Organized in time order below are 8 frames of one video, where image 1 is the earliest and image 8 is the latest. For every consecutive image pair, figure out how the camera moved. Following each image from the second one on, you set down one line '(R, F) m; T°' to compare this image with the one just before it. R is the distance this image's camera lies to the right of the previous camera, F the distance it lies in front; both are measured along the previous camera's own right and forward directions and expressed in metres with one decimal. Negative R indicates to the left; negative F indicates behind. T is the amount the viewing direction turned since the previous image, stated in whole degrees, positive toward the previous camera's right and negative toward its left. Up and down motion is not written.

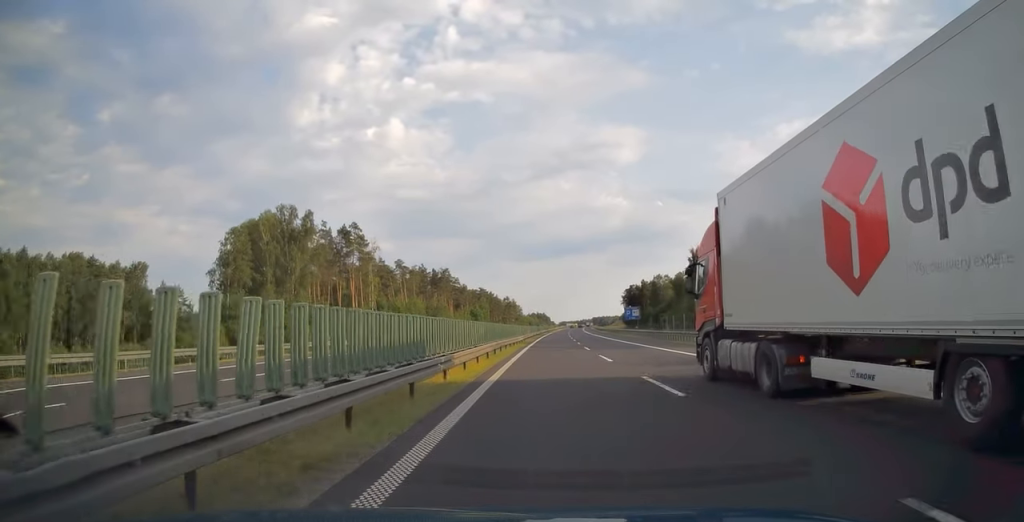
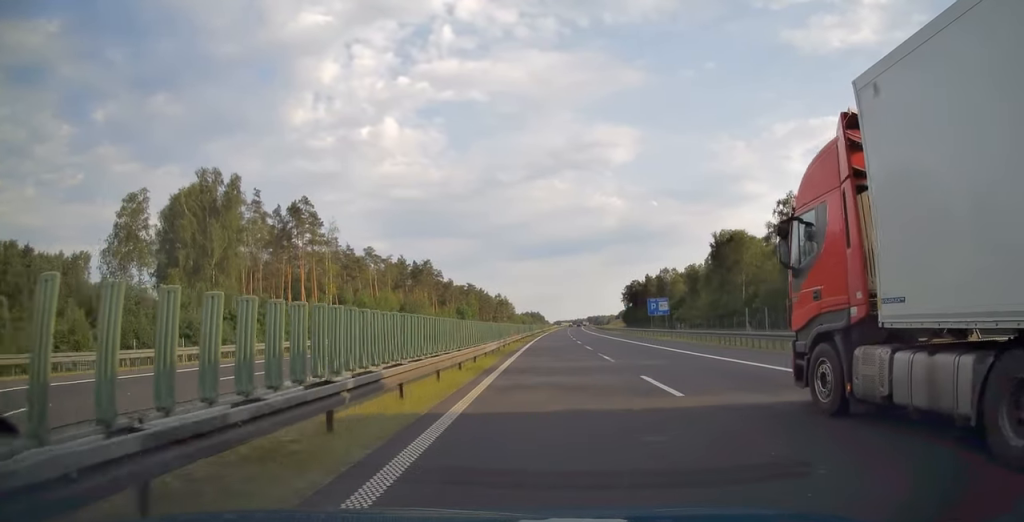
(+0.2, +24.6) m; +1°
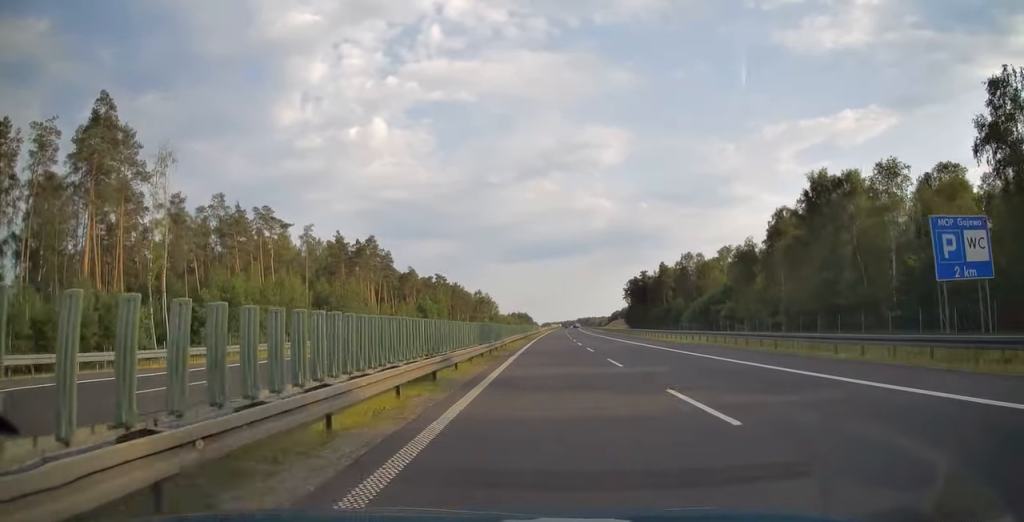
(+0.4, +51.7) m; +1°
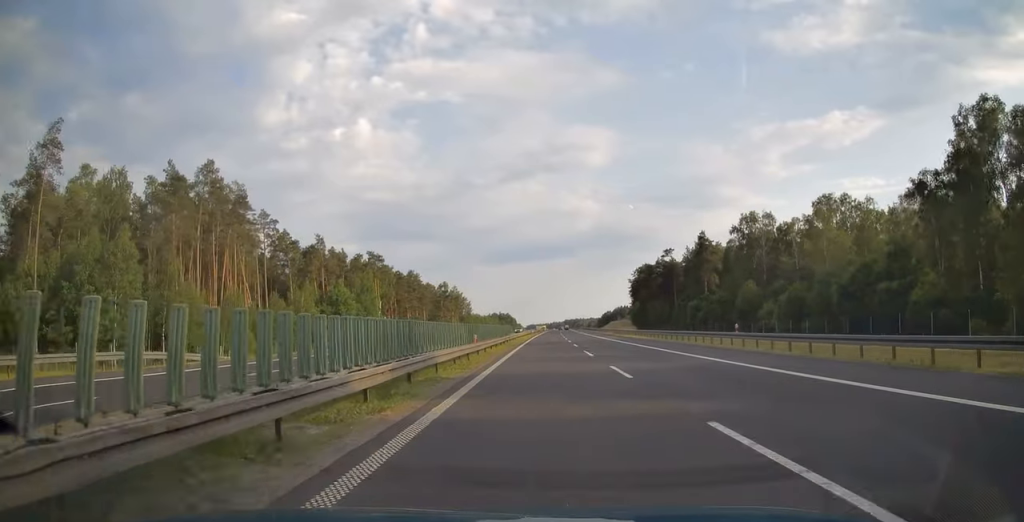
(+0.8, +64.5) m; +1°
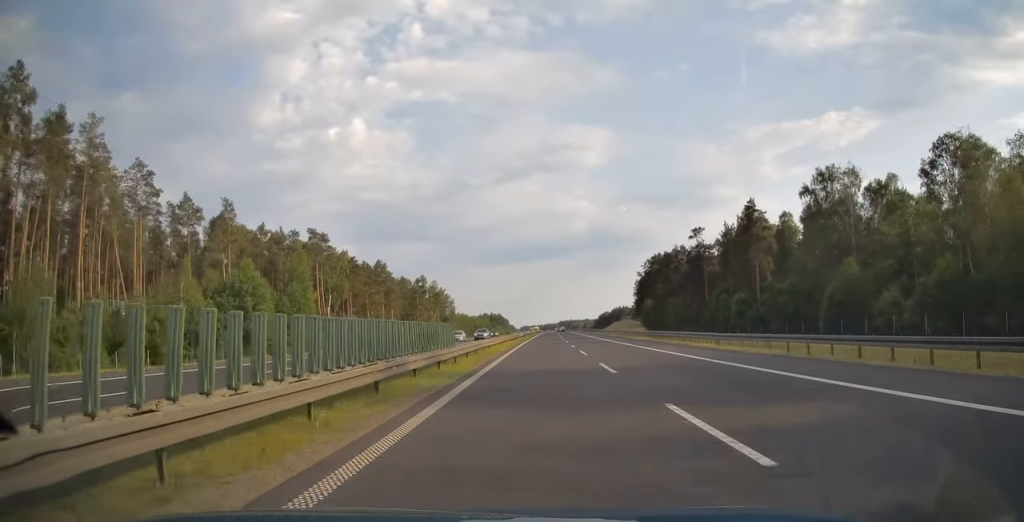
(+0.2, +34.2) m; +1°
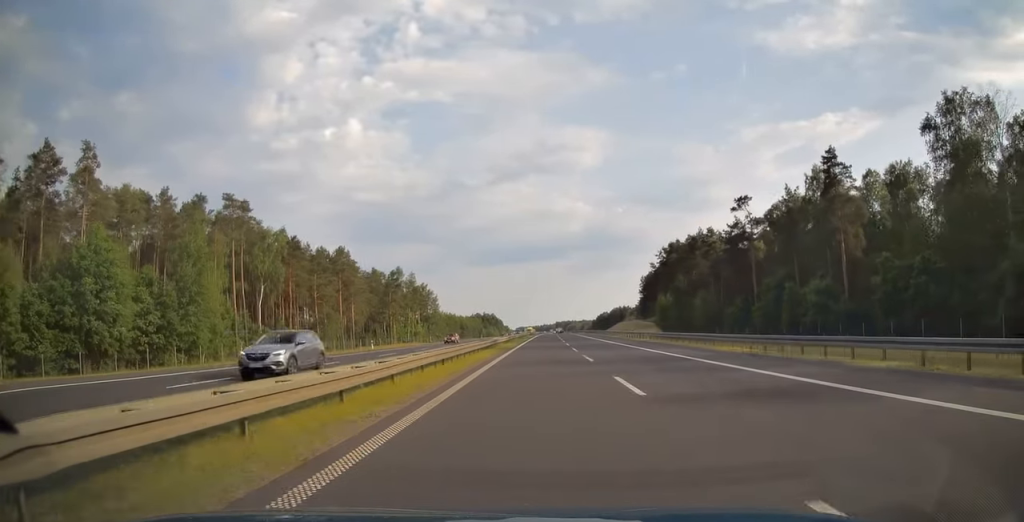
(+0.2, +29.8) m; +1°
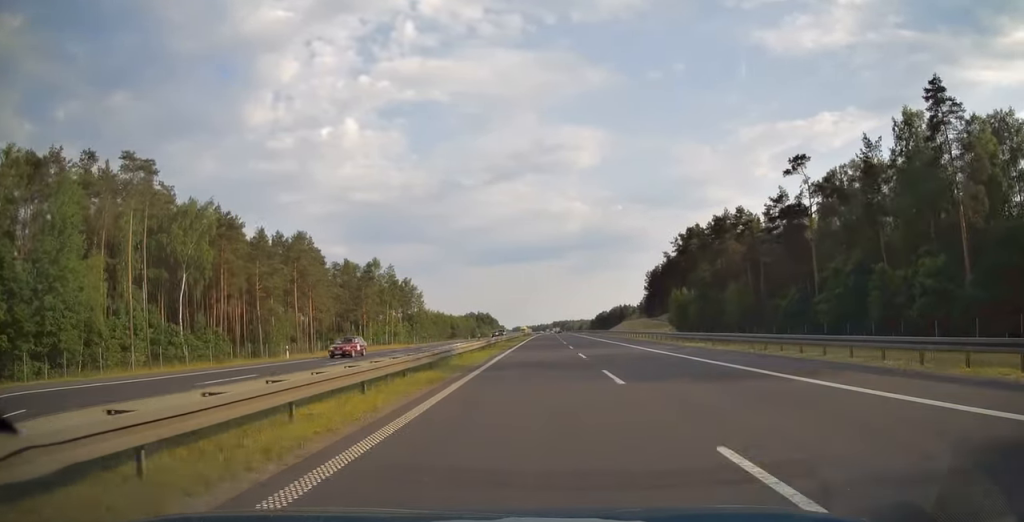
(+0.1, +22.0) m; 0°
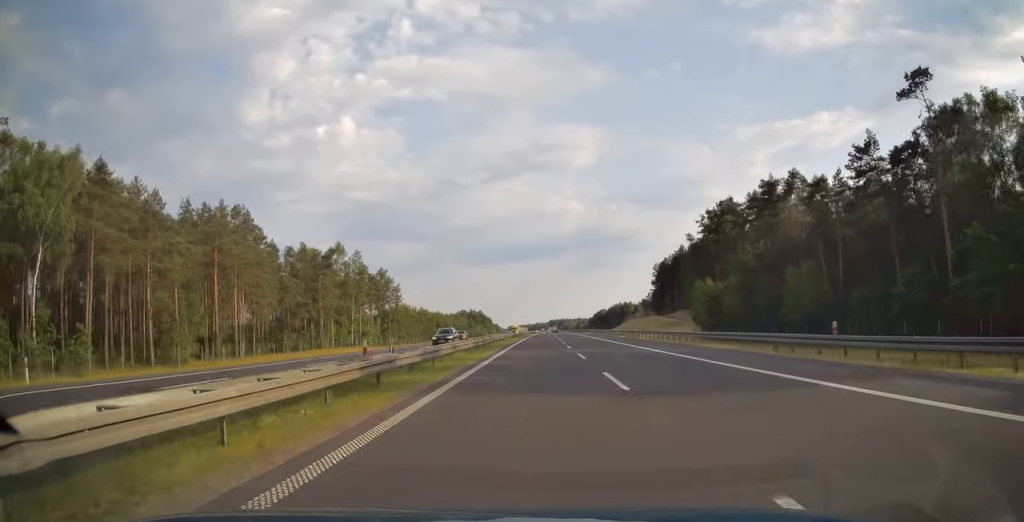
(+0.1, +25.9) m; 0°
